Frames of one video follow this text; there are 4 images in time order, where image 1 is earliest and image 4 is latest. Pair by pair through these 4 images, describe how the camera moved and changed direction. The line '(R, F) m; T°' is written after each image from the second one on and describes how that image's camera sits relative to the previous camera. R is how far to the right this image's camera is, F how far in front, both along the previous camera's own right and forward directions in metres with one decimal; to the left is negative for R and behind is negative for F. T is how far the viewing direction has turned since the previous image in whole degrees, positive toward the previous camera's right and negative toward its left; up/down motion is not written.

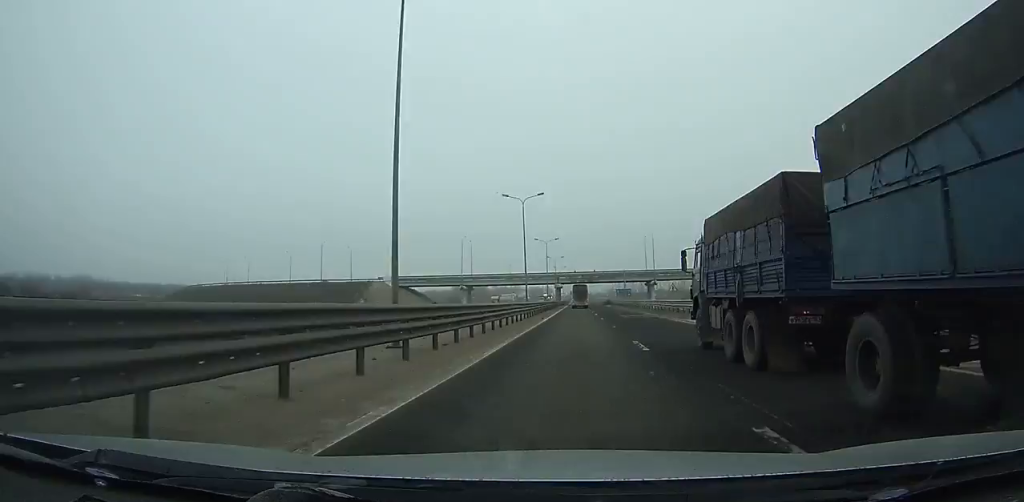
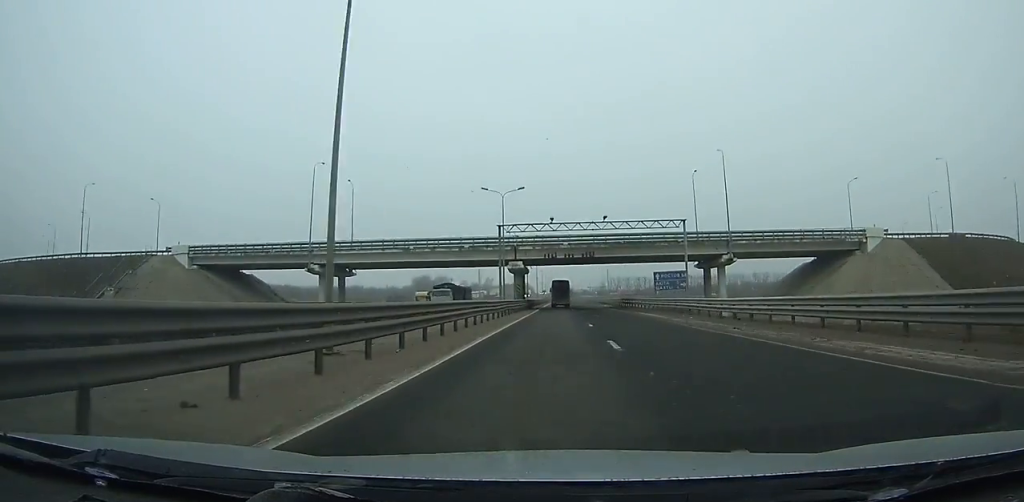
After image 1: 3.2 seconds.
(+1.4, +79.7) m; +1°
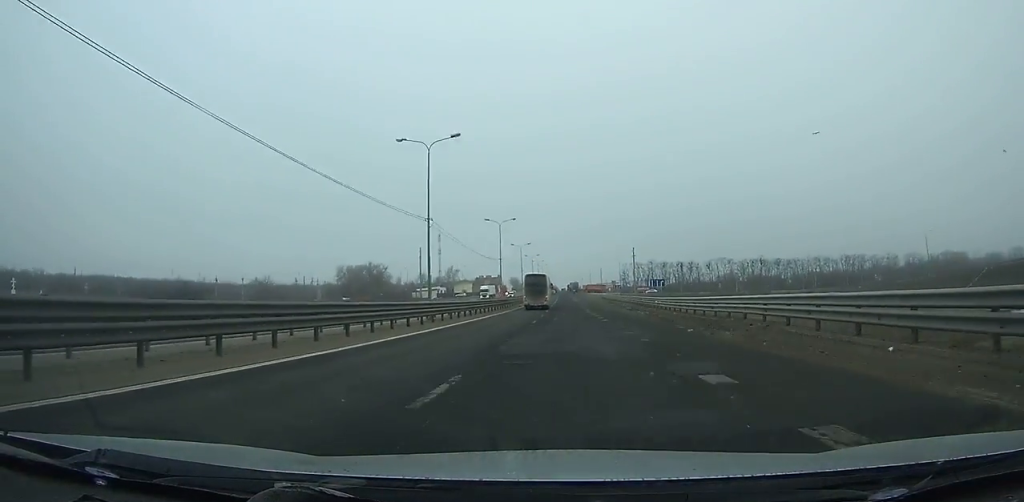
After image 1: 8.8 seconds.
(-0.6, +132.9) m; -1°
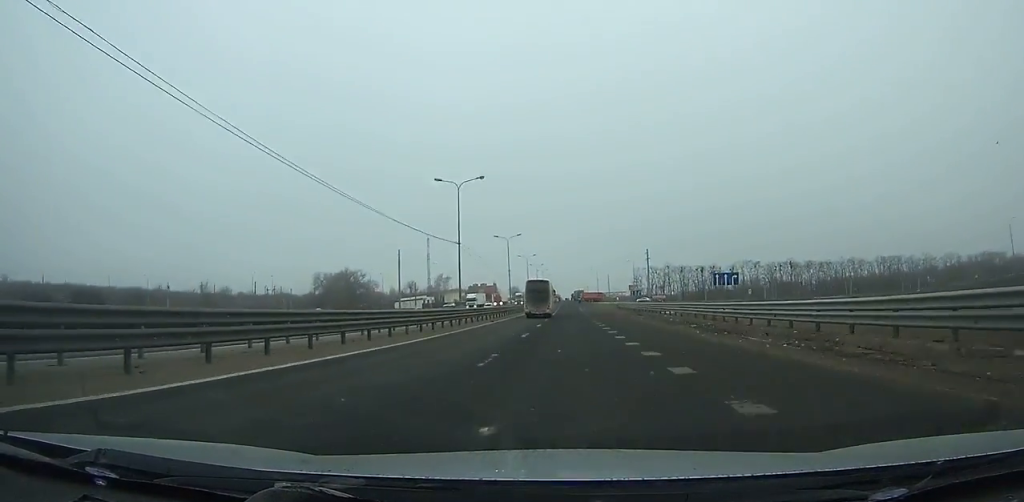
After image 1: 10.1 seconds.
(-0.1, +29.5) m; 0°
